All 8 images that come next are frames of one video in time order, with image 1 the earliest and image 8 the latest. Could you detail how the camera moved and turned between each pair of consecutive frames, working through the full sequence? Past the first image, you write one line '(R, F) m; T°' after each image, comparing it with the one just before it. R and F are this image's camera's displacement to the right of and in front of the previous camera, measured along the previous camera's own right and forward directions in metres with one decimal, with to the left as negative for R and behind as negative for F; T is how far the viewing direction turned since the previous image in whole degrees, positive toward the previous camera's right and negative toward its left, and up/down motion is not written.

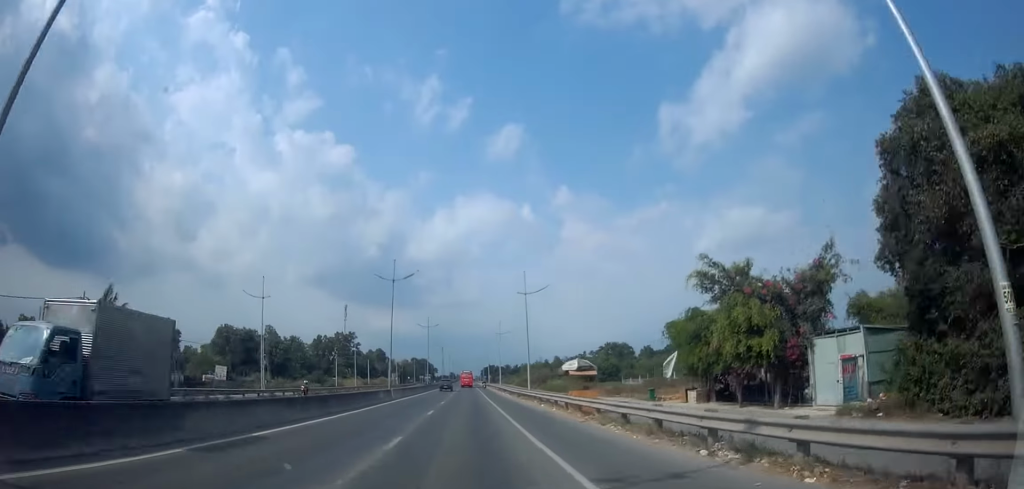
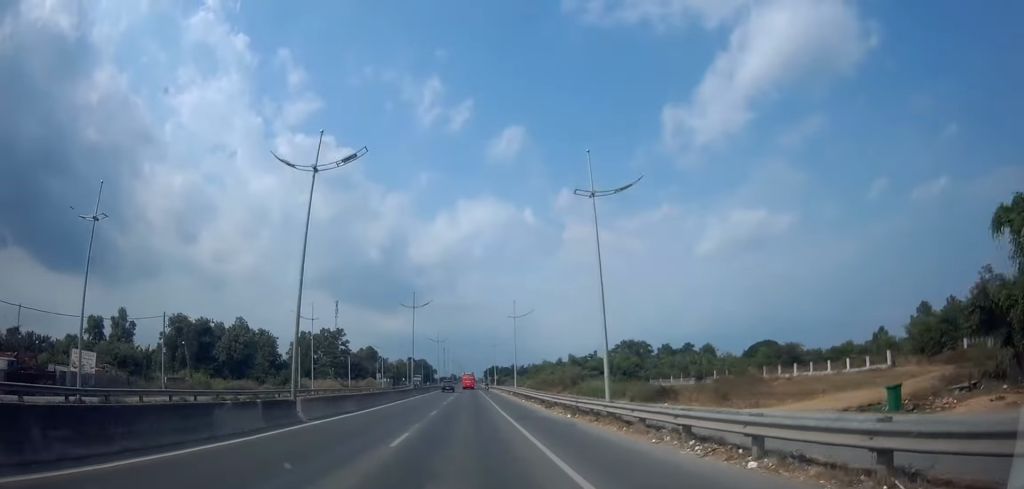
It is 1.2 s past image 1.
(0.0, +22.9) m; +2°
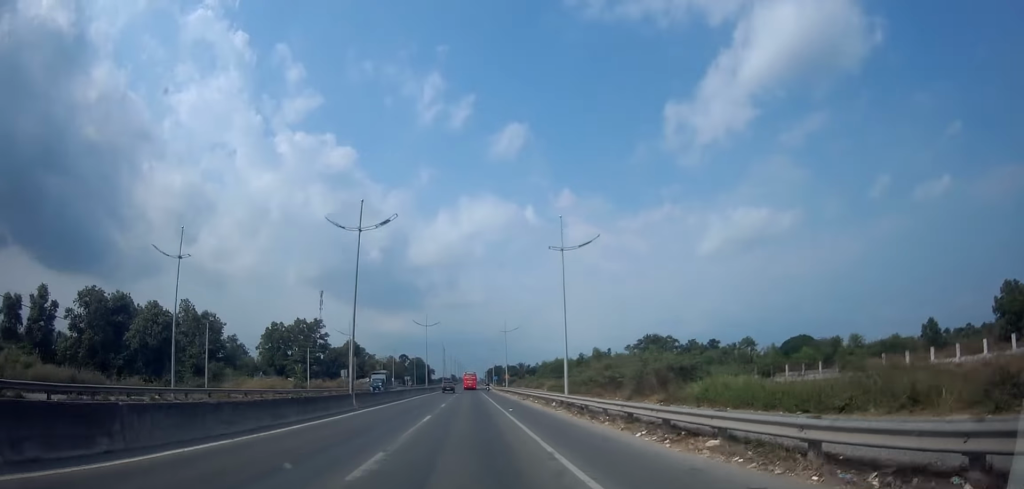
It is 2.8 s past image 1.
(+0.8, +28.8) m; 0°
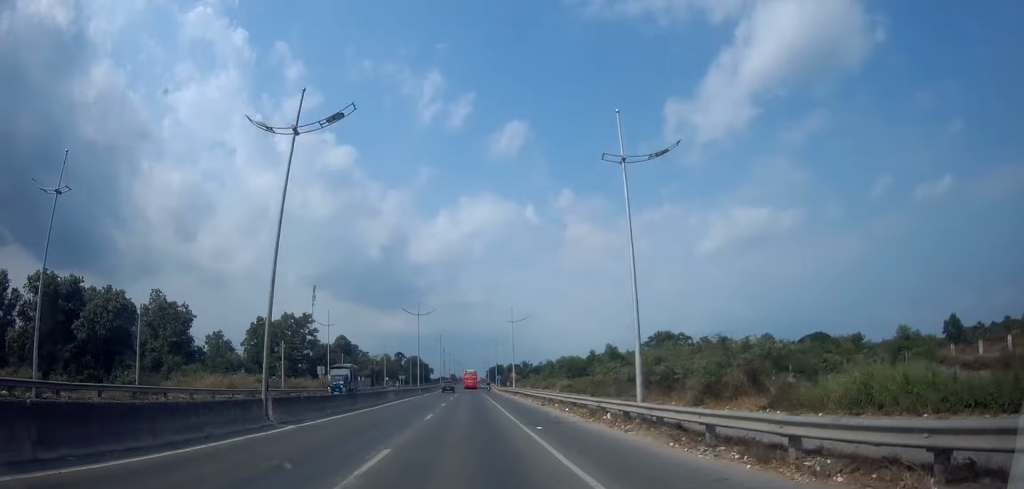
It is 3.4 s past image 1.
(-0.3, +11.4) m; -2°
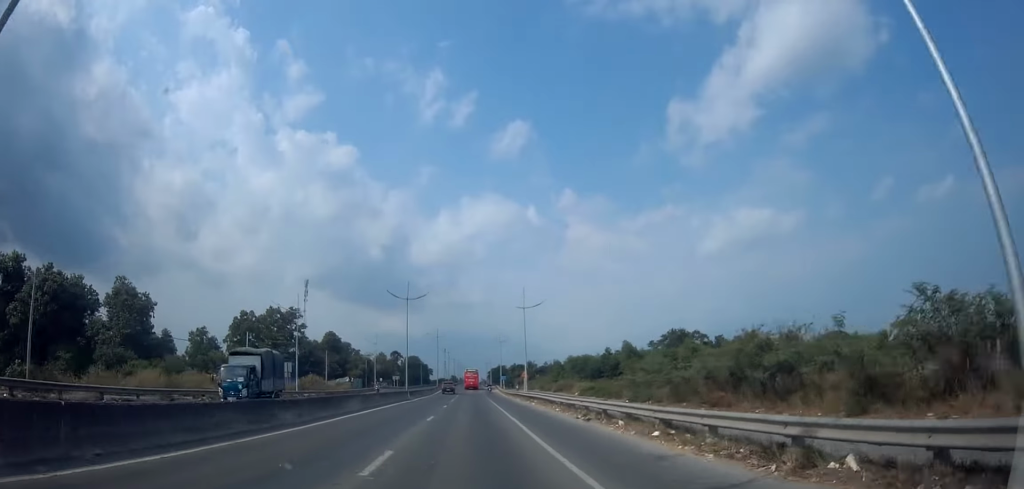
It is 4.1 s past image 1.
(-0.1, +12.2) m; 0°
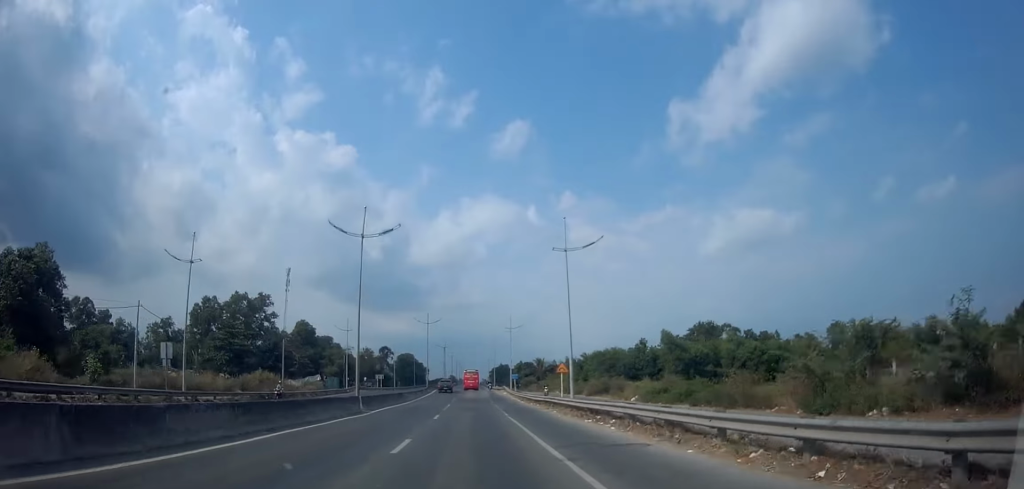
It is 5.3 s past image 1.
(+0.1, +20.9) m; 0°
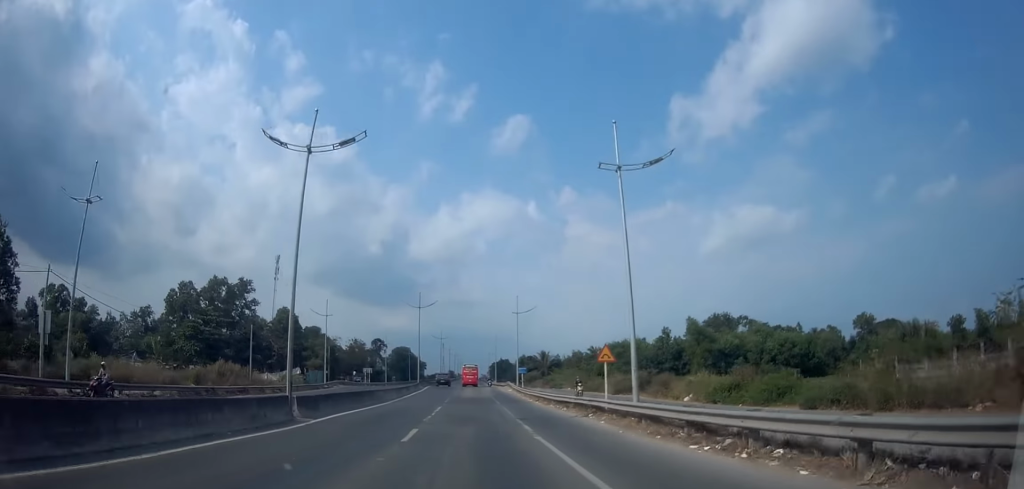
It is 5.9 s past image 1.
(0.0, +10.3) m; -1°
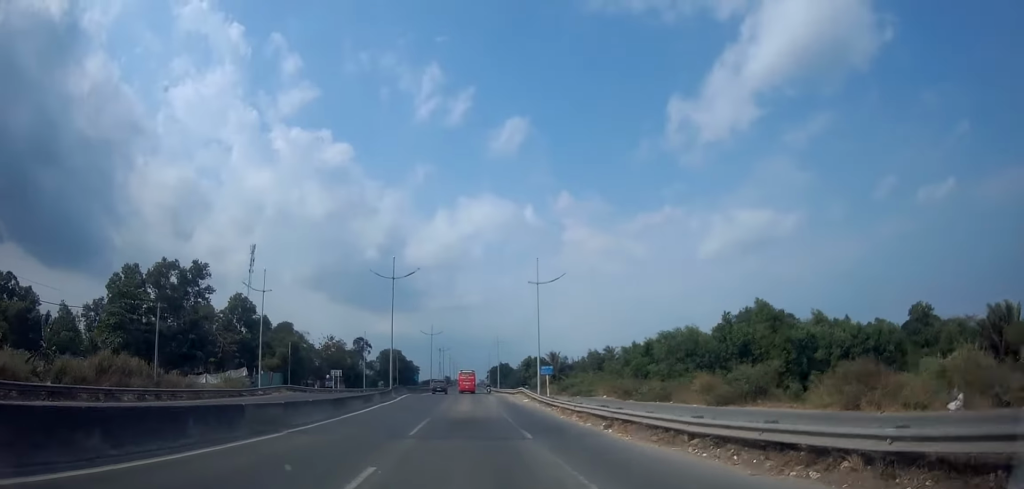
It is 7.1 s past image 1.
(-0.5, +18.9) m; -1°
